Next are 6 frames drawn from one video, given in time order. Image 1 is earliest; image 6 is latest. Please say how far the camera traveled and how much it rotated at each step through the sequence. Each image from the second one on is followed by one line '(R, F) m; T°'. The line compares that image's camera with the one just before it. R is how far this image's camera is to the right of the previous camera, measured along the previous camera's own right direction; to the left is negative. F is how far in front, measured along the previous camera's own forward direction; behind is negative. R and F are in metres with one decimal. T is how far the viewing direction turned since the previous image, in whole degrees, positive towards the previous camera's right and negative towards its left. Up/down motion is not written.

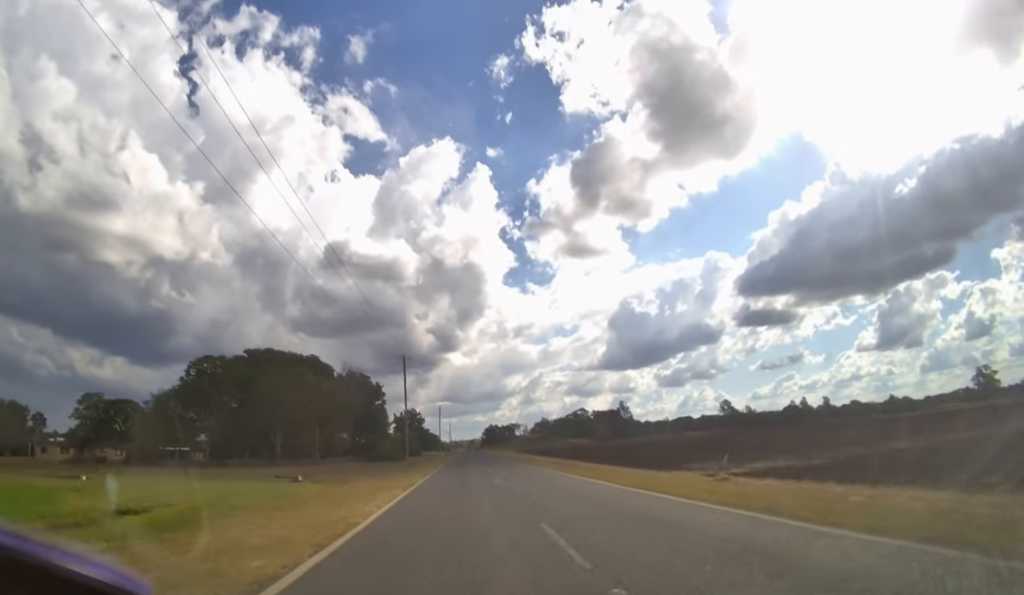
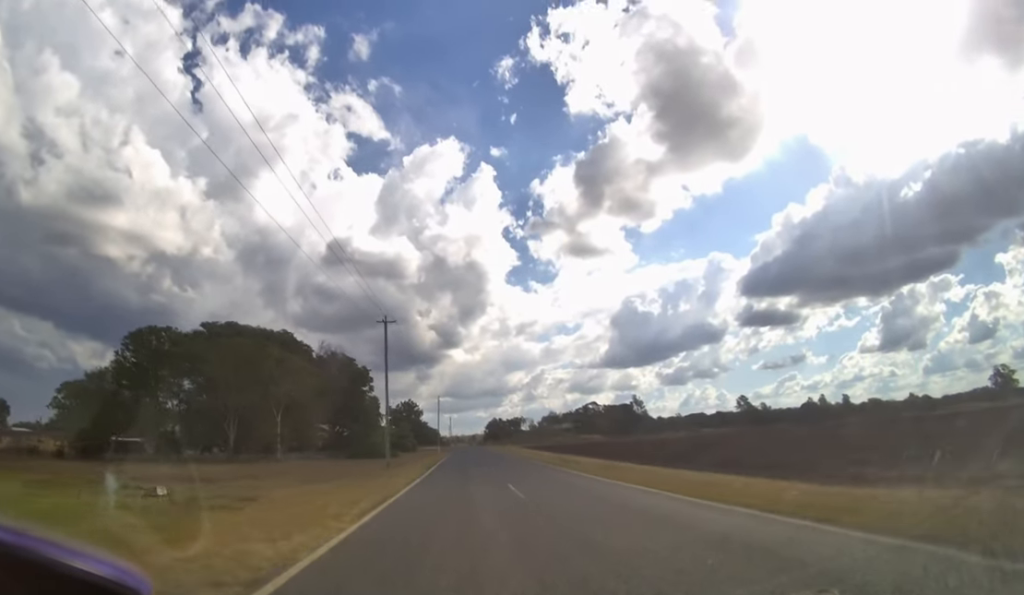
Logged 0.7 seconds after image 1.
(0.0, +15.1) m; 0°
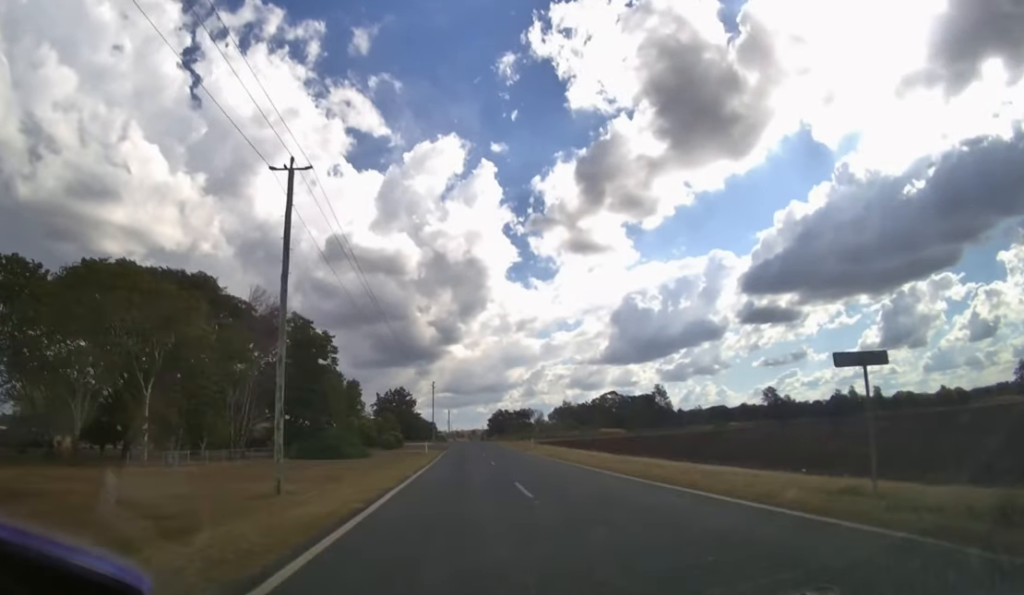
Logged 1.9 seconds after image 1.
(0.0, +26.2) m; 0°
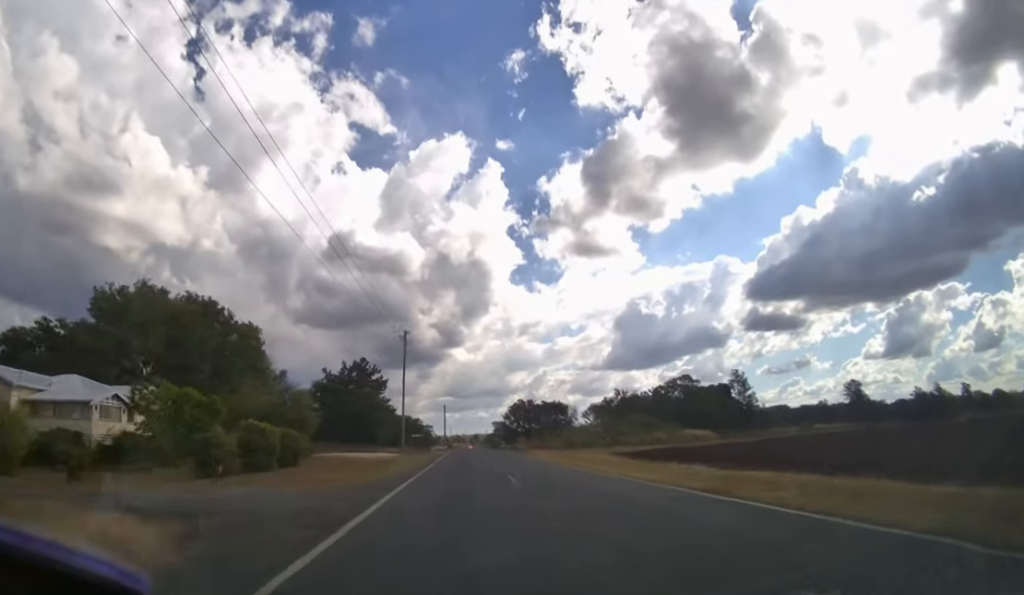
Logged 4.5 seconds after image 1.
(0.0, +64.7) m; 0°
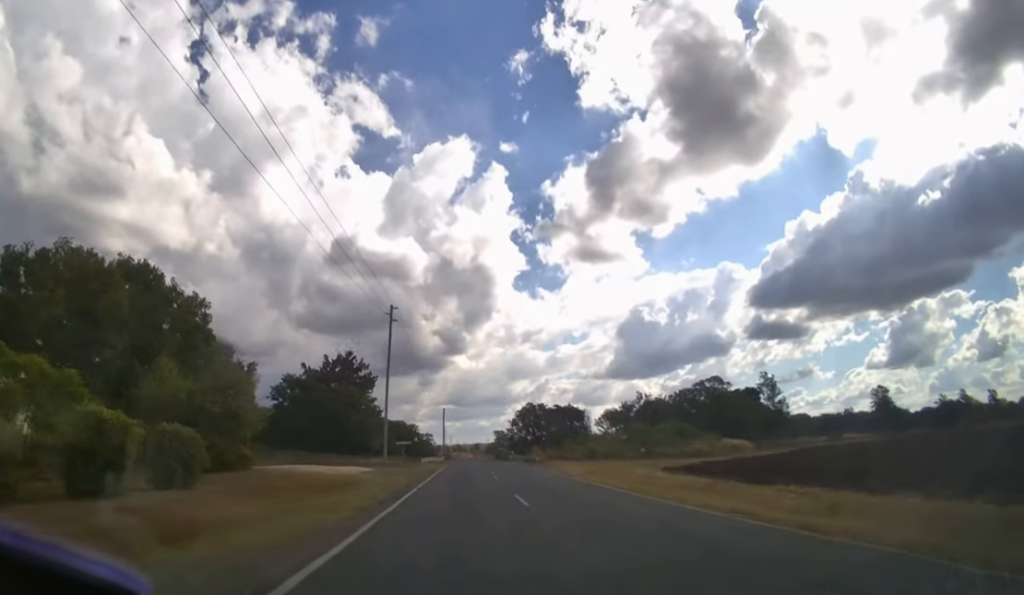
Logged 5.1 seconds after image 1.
(0.0, +15.8) m; 0°
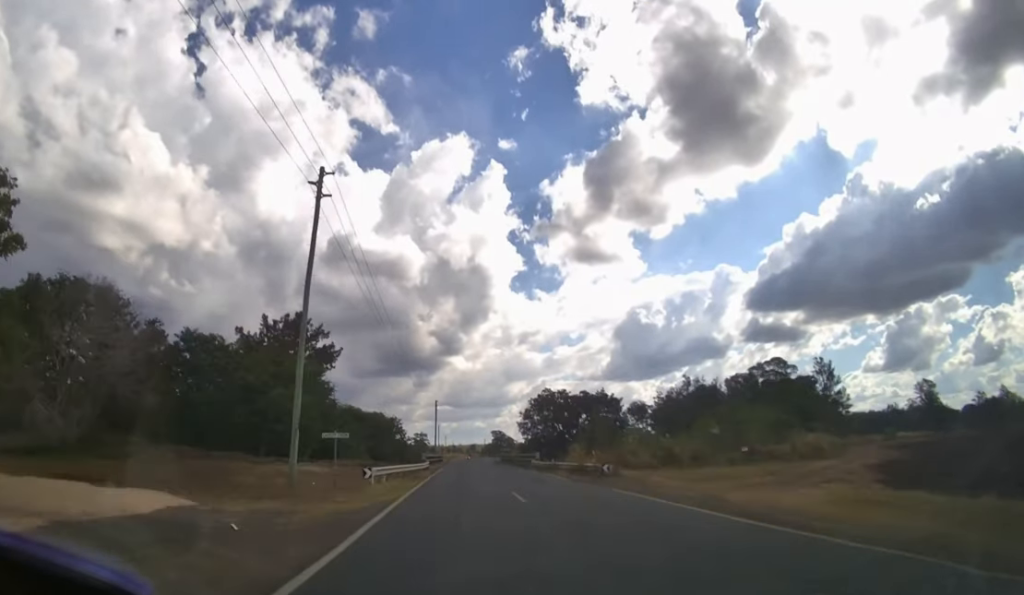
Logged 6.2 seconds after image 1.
(0.0, +26.2) m; 0°
